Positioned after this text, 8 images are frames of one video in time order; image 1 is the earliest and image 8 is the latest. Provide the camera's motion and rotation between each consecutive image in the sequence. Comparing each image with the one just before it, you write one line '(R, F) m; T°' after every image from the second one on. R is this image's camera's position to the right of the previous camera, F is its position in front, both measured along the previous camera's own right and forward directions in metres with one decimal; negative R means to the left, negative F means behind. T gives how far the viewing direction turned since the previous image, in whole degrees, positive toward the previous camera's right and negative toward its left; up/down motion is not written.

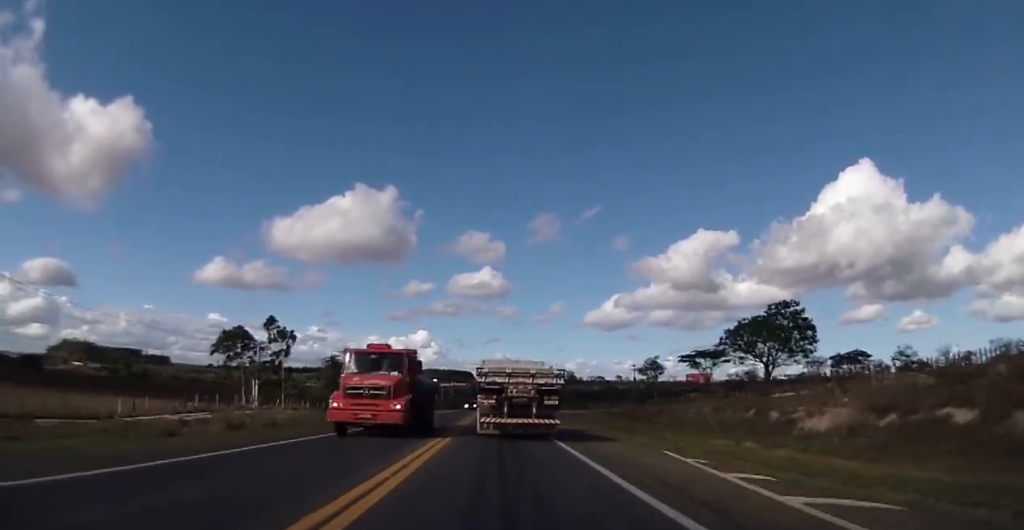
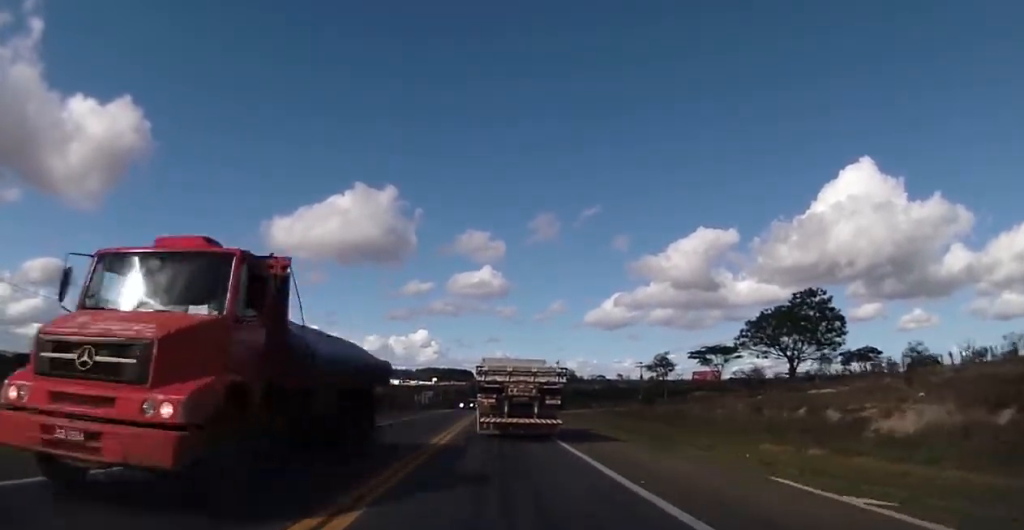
(0.0, +7.4) m; 0°
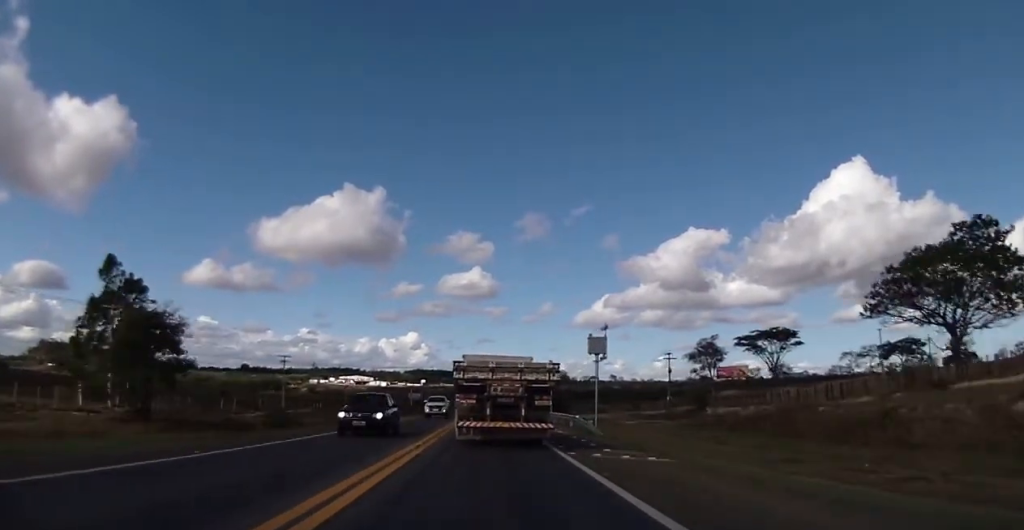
(+0.4, +31.5) m; +2°
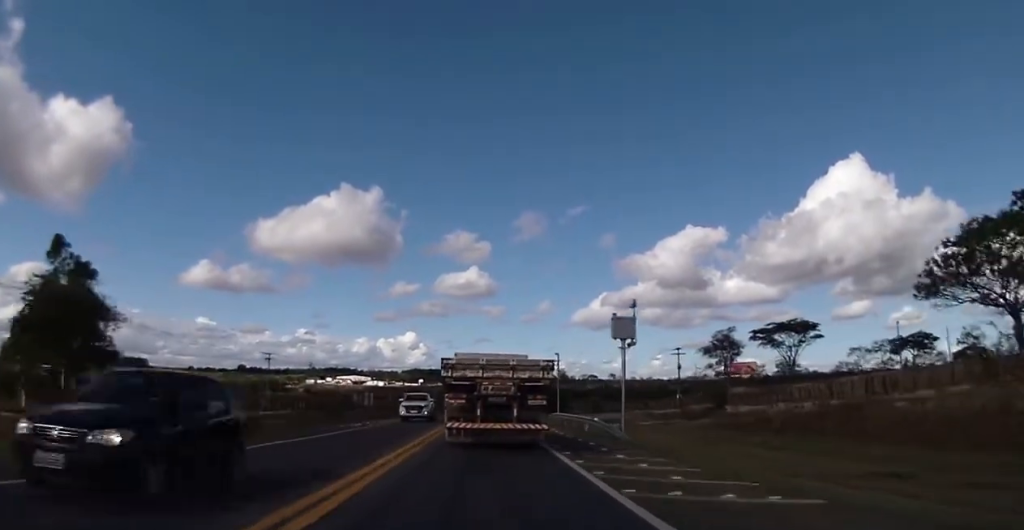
(+0.1, +7.4) m; 0°
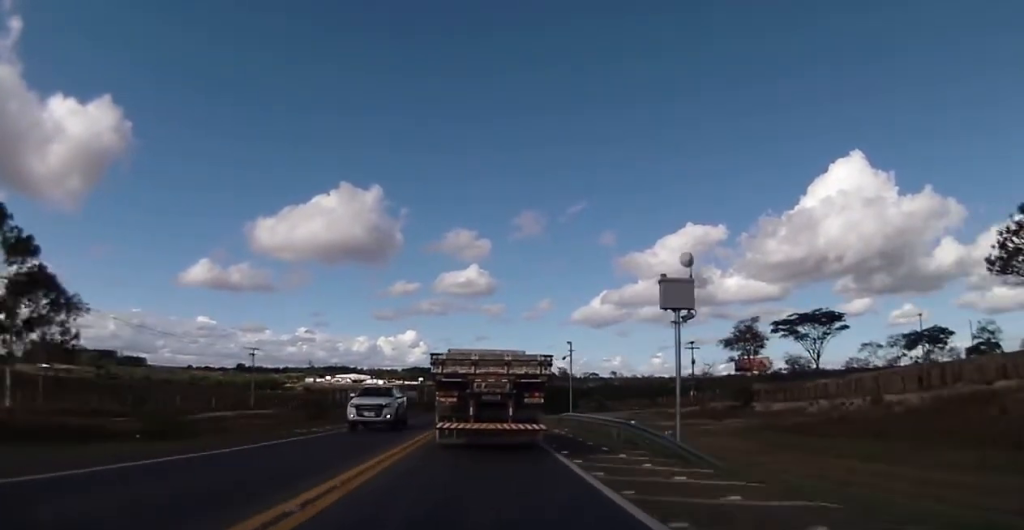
(+0.1, +7.8) m; -1°
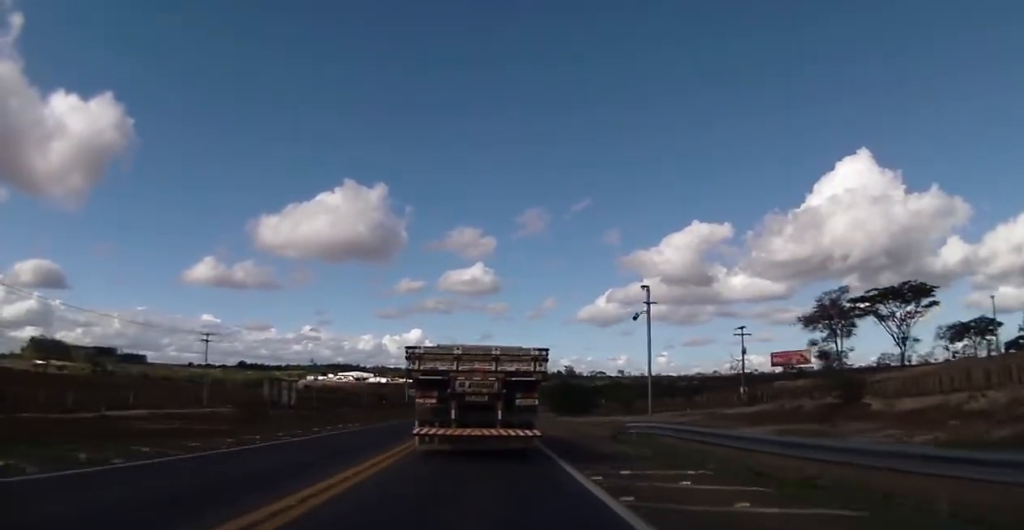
(-0.1, +20.0) m; 0°
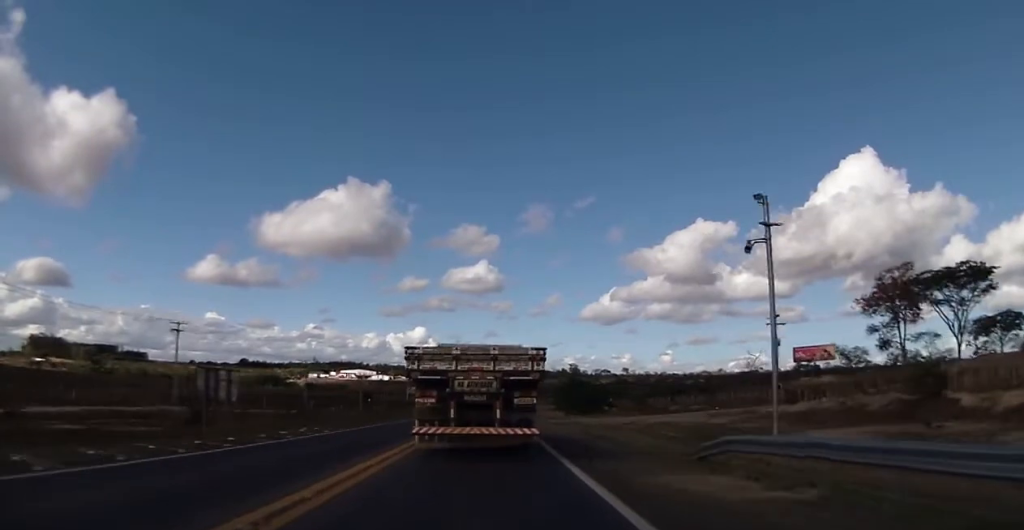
(0.0, +9.9) m; -1°
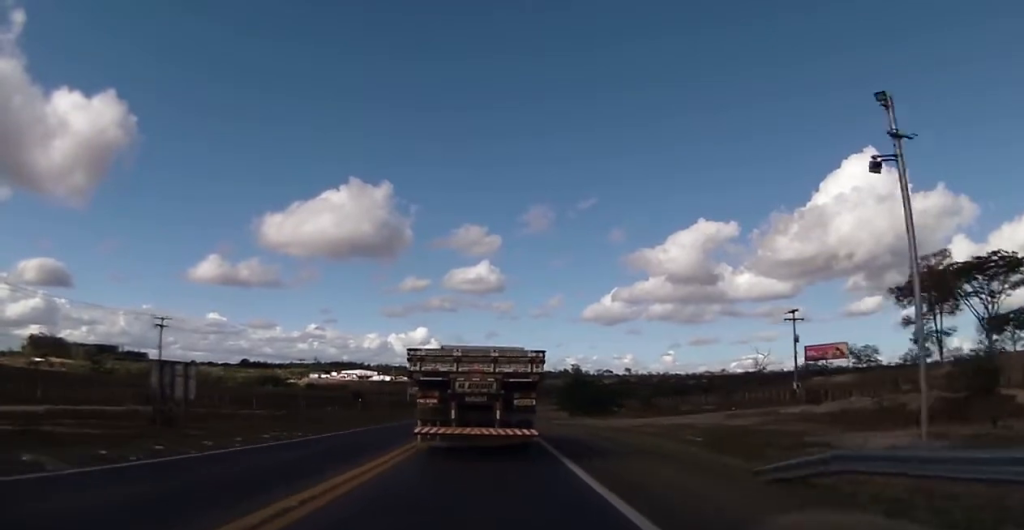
(-0.2, +4.7) m; -1°
